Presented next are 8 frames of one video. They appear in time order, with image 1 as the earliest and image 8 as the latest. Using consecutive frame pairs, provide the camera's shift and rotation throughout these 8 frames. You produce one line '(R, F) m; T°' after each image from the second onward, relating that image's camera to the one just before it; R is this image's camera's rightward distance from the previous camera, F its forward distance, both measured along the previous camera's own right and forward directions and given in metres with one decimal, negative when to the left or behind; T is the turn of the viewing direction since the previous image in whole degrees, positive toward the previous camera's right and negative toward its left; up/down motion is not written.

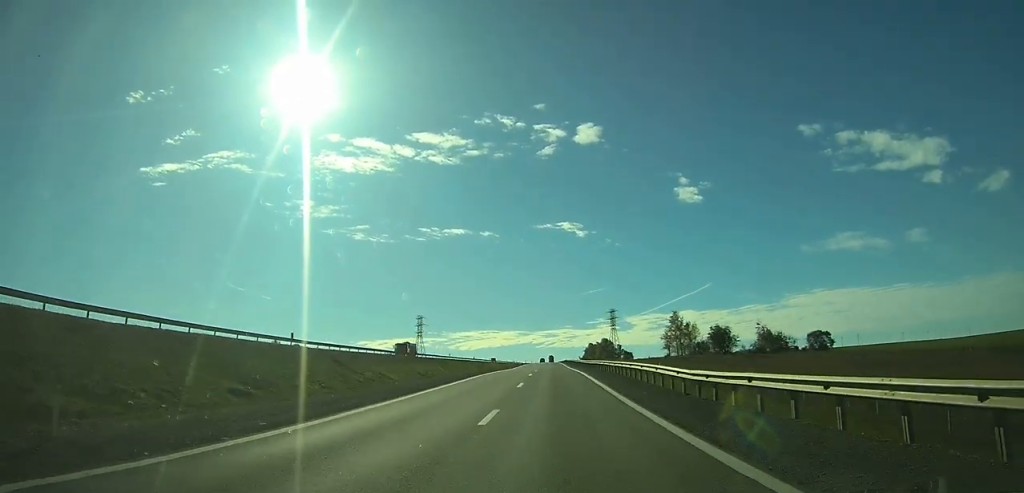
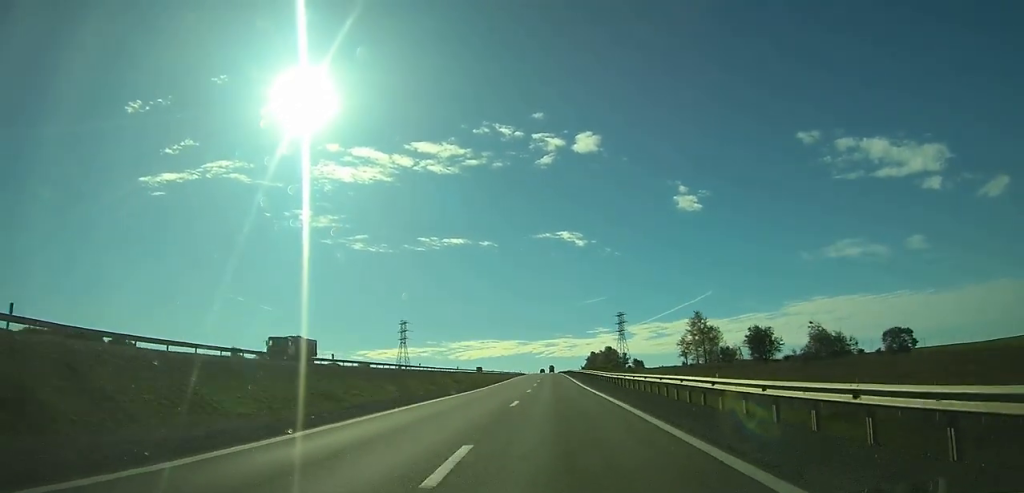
(0.0, +29.1) m; 0°
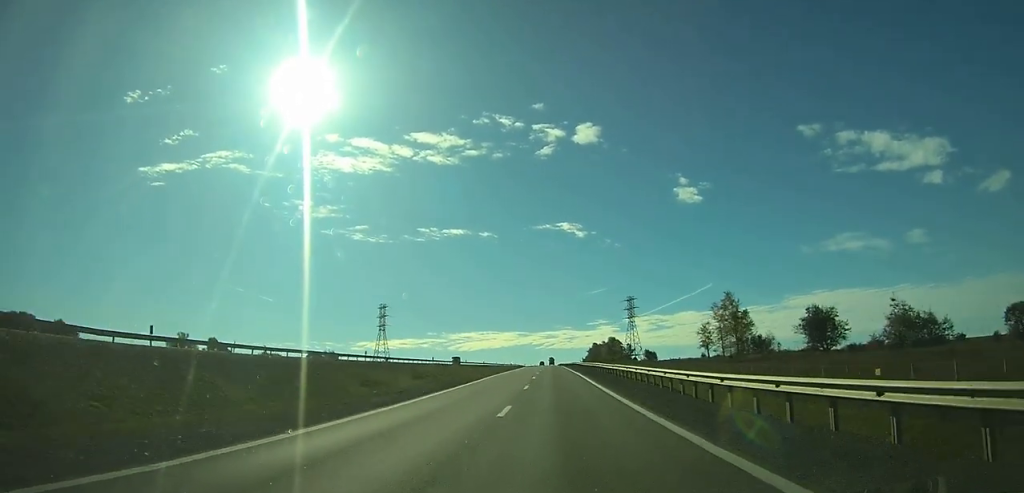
(0.0, +28.7) m; 0°
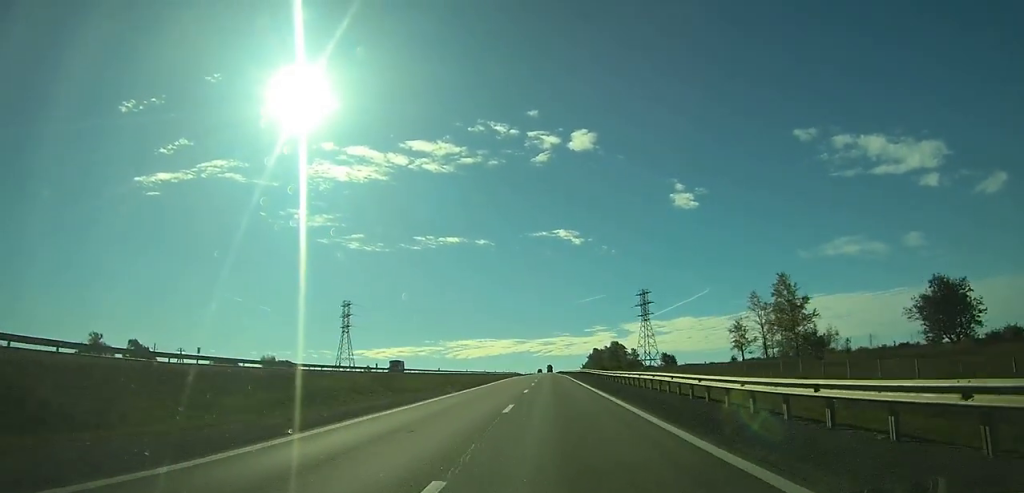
(0.0, +34.0) m; 0°
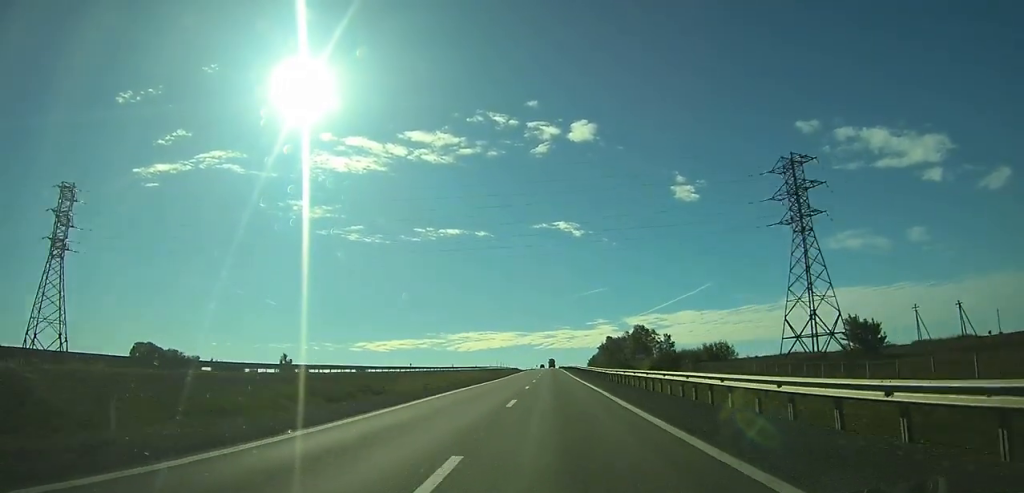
(-0.3, +106.4) m; 0°
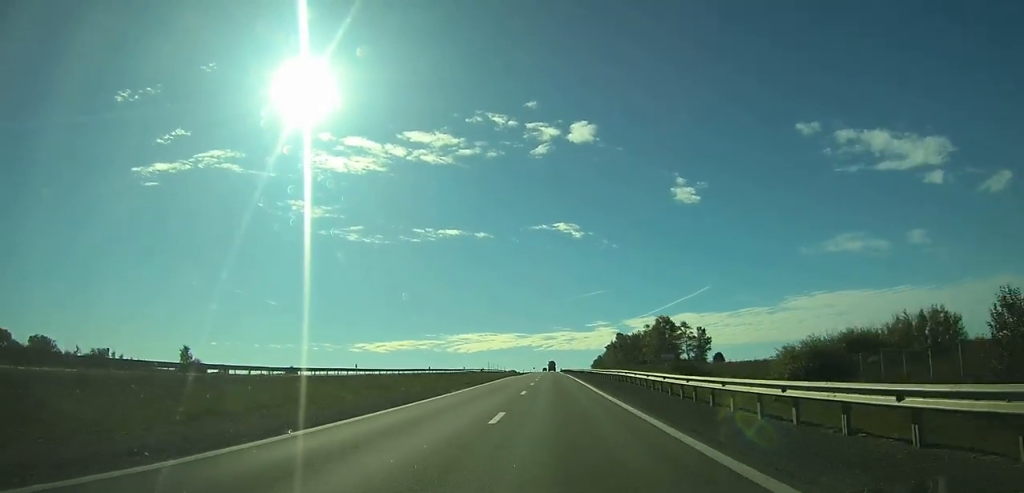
(0.0, +63.8) m; 0°
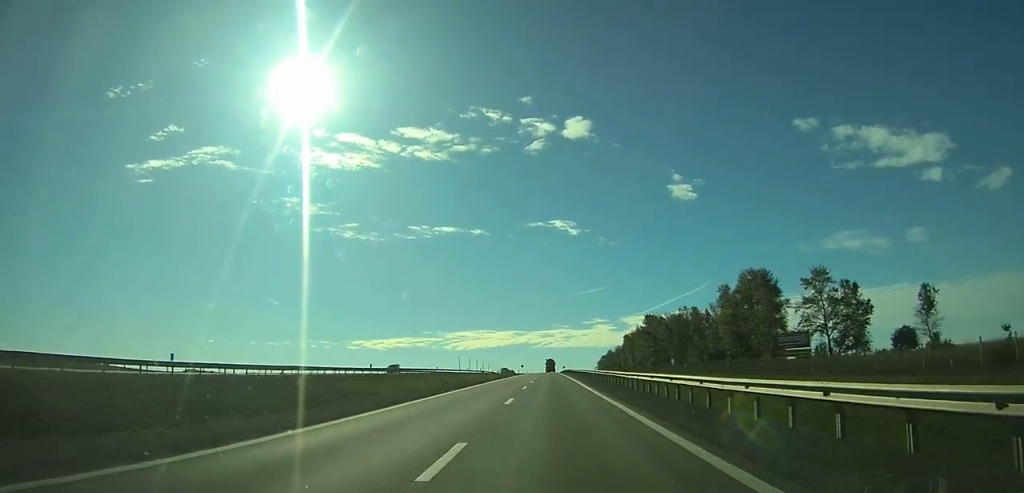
(0.0, +112.6) m; 0°
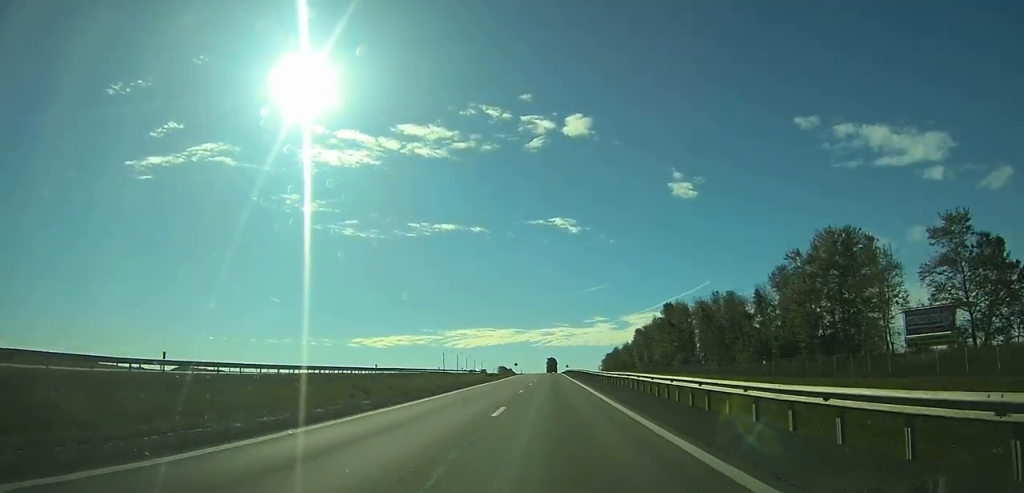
(0.0, +39.4) m; 0°
